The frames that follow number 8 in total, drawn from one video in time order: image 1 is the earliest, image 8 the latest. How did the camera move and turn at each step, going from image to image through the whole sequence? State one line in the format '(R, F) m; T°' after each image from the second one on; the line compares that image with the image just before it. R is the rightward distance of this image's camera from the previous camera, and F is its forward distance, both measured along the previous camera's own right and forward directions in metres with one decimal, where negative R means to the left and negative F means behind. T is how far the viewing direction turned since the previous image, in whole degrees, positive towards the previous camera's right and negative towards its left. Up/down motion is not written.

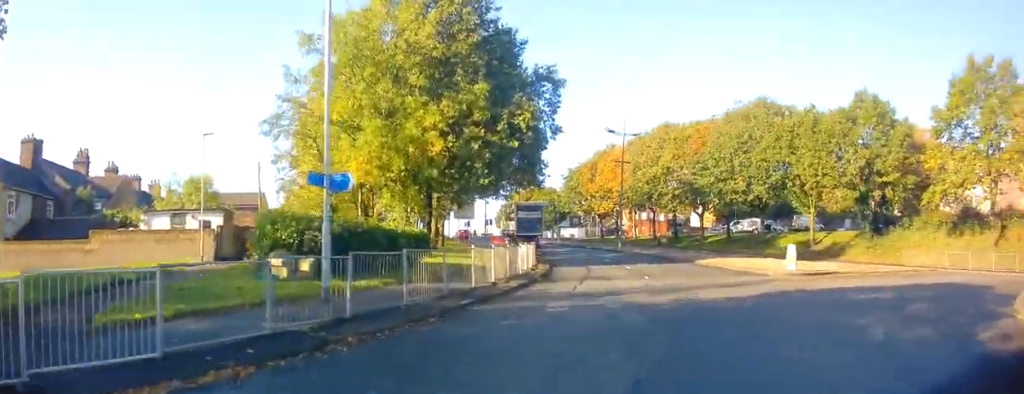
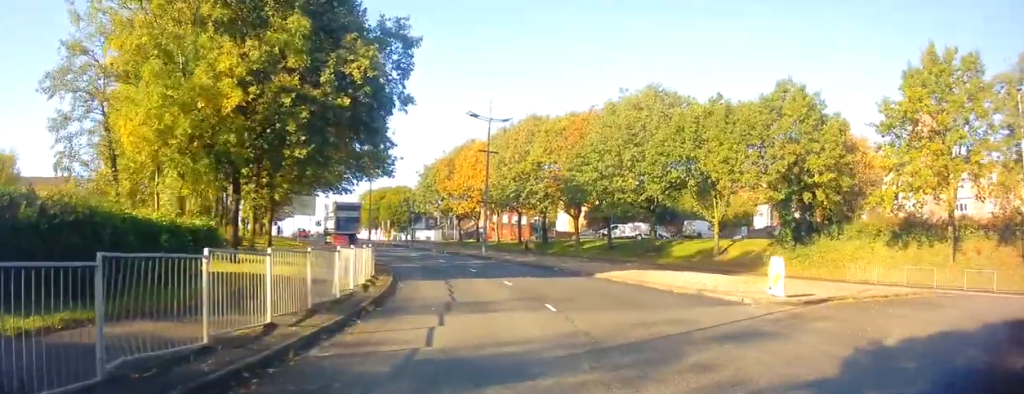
(+1.3, +7.7) m; +13°
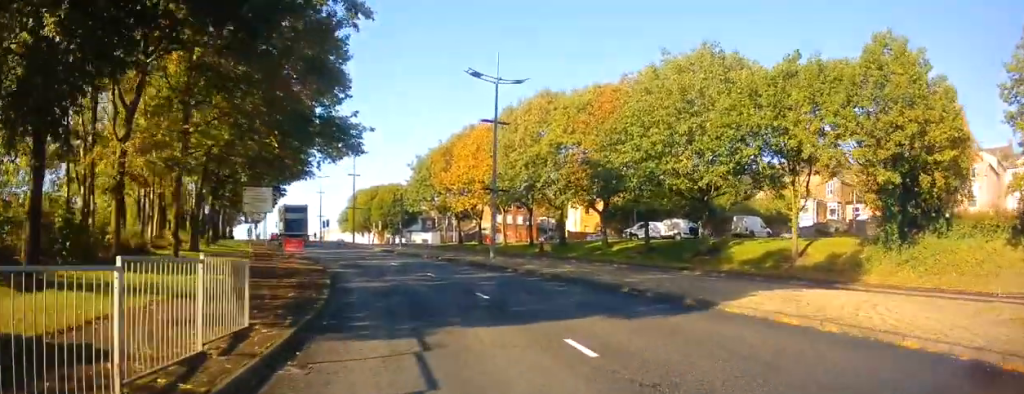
(+0.5, +11.1) m; 0°
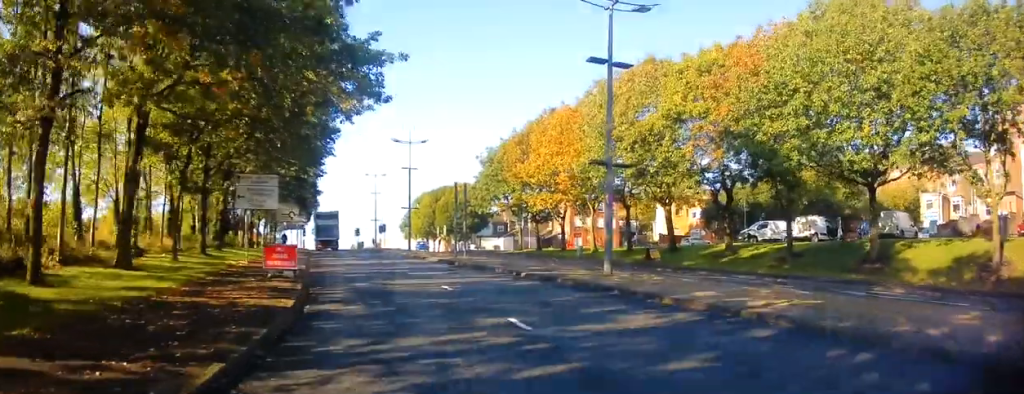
(-0.9, +11.4) m; -8°
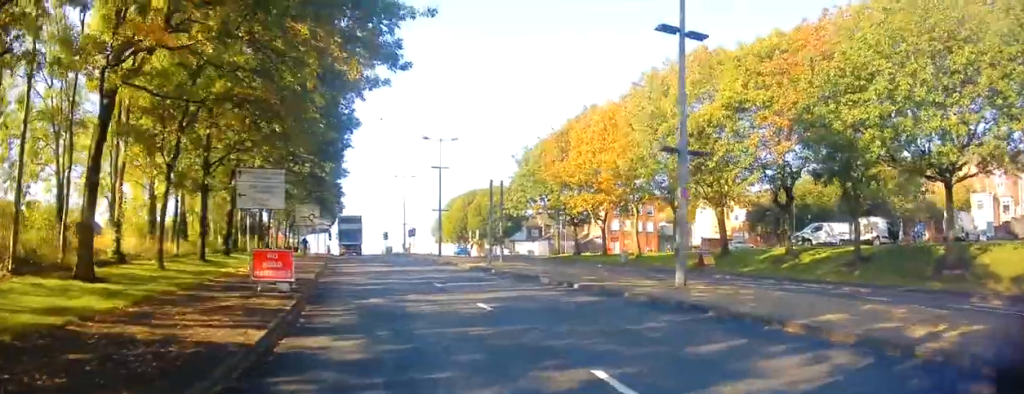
(-0.1, +3.7) m; -2°
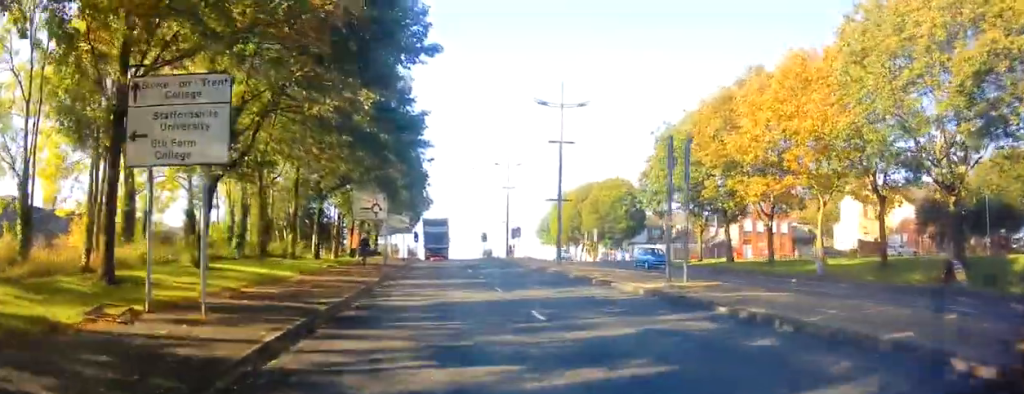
(-0.9, +13.9) m; -7°
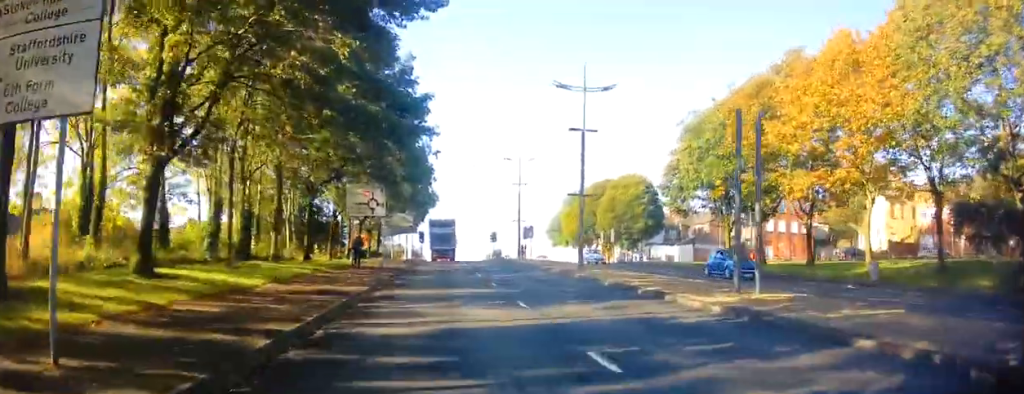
(0.0, +4.2) m; -2°
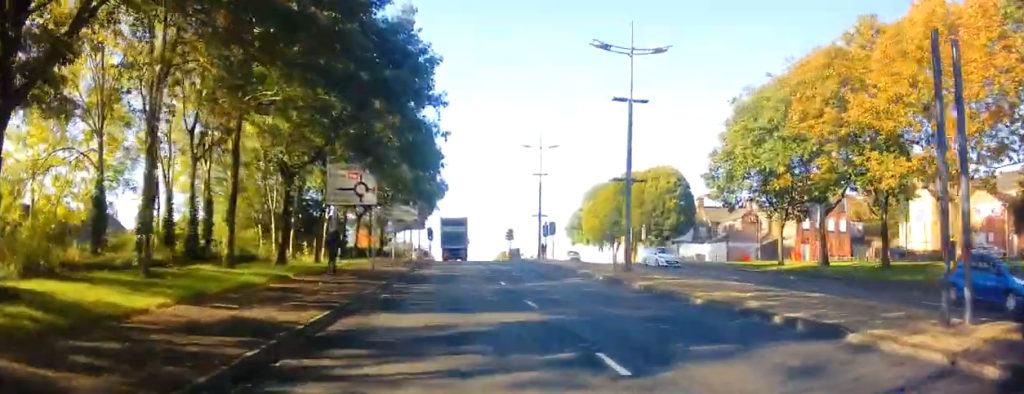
(-0.3, +6.7) m; -1°
